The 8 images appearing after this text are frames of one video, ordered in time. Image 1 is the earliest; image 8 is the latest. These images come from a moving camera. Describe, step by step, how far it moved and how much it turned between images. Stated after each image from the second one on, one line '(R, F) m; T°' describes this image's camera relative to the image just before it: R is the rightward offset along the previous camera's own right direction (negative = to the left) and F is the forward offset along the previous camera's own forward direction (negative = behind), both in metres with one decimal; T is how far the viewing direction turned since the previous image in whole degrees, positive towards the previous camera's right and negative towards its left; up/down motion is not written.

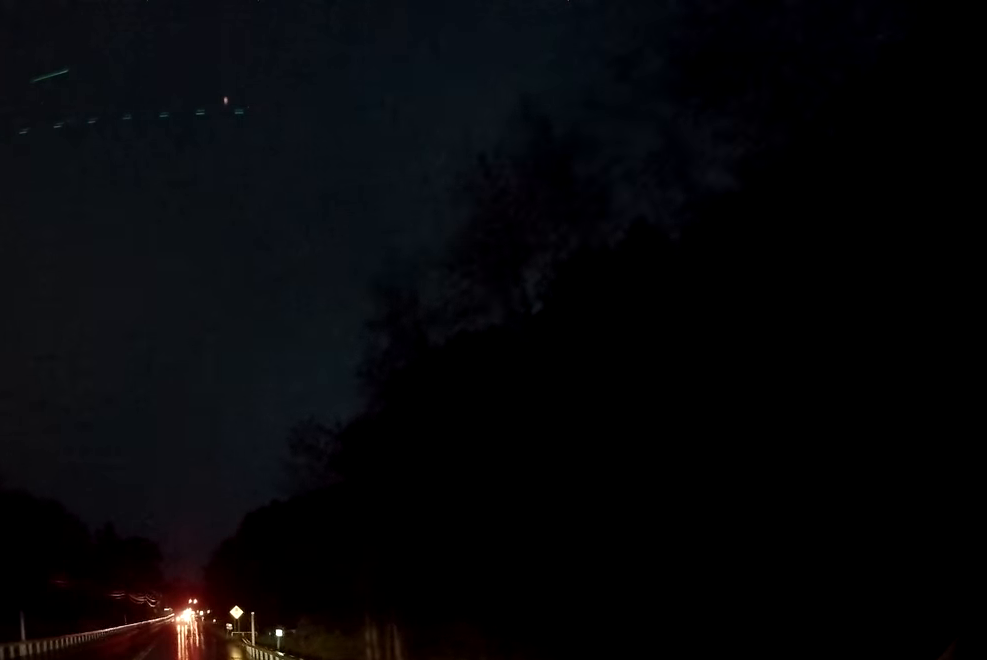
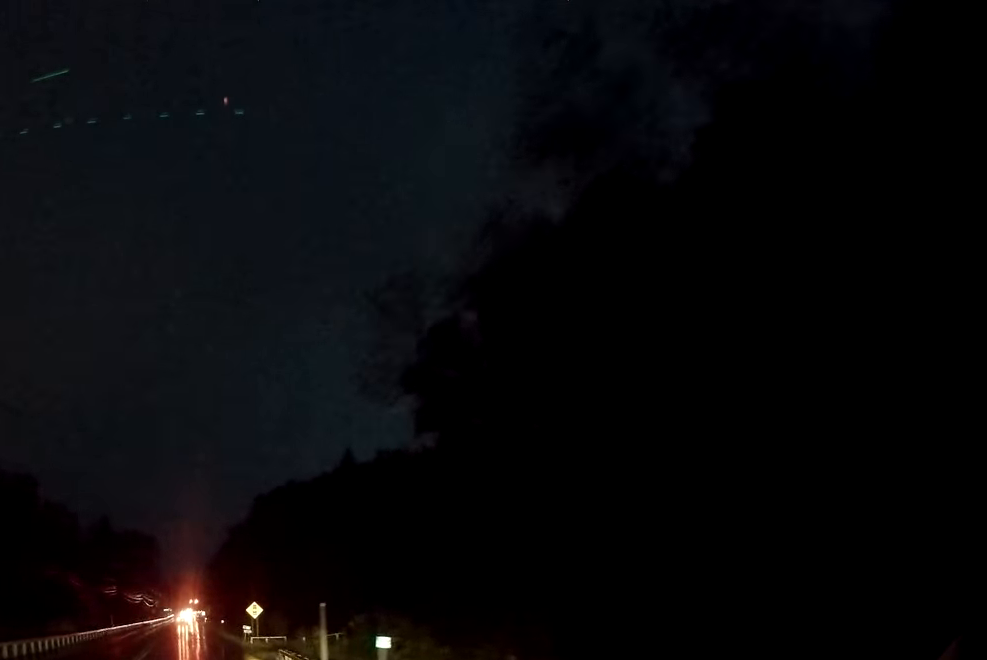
(0.0, +17.7) m; -1°
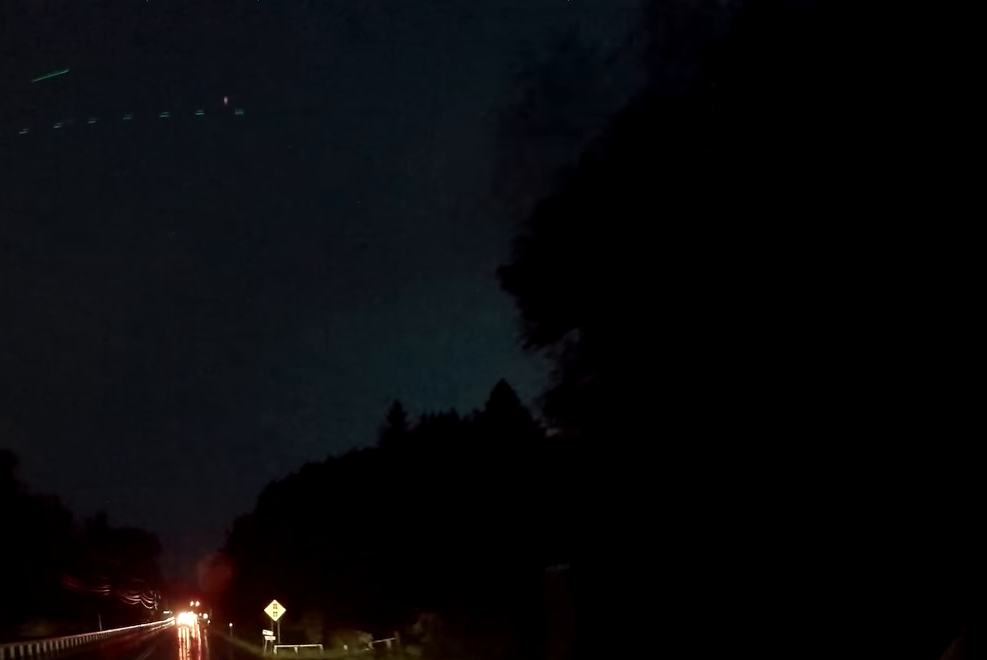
(-0.2, +11.5) m; 0°
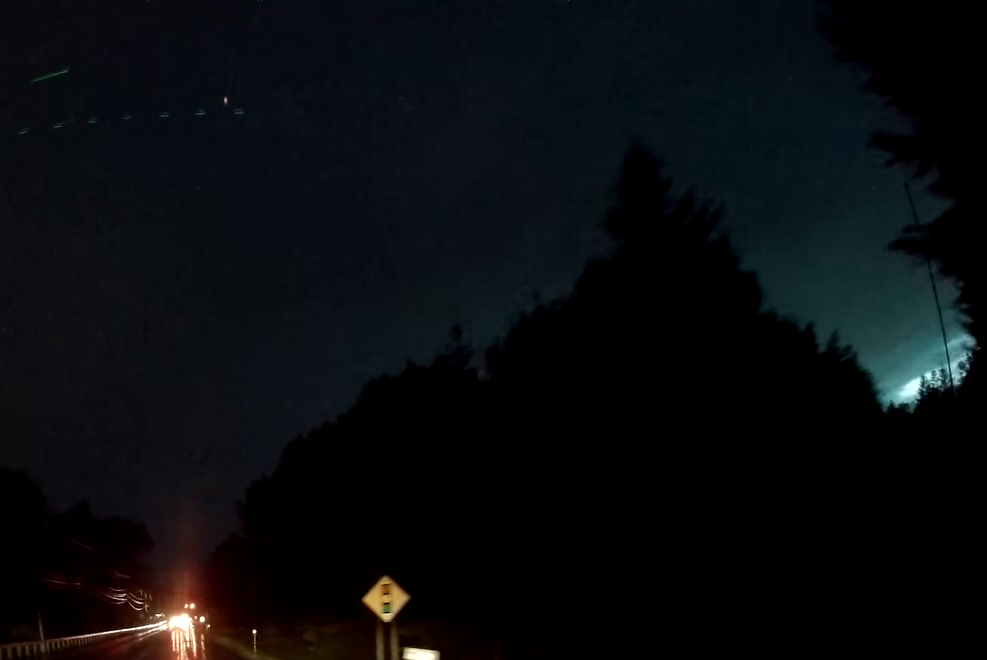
(+0.2, +24.4) m; +1°
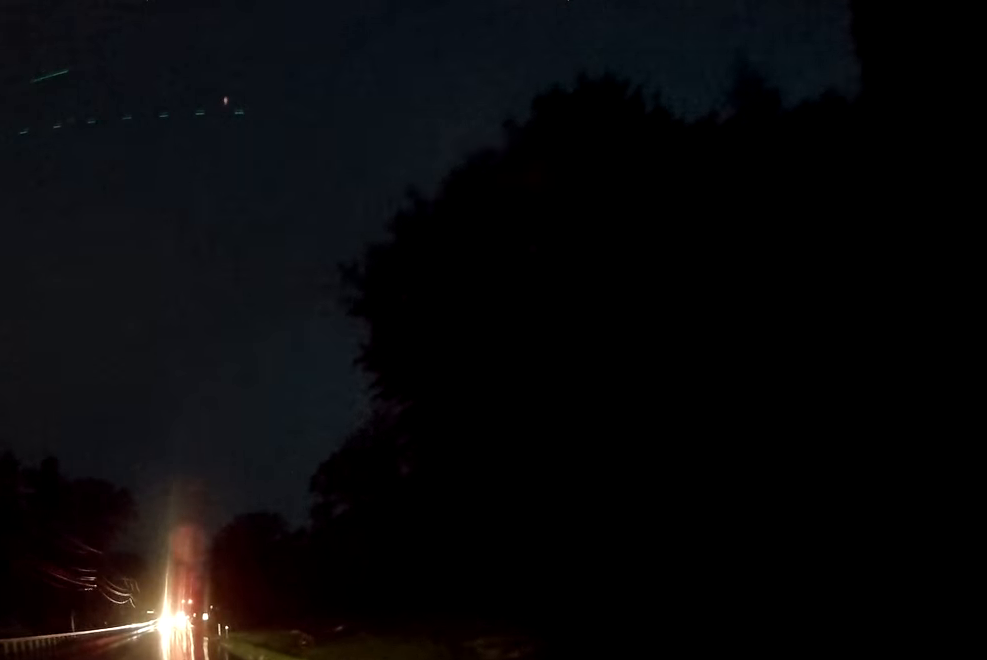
(+0.4, +44.8) m; 0°
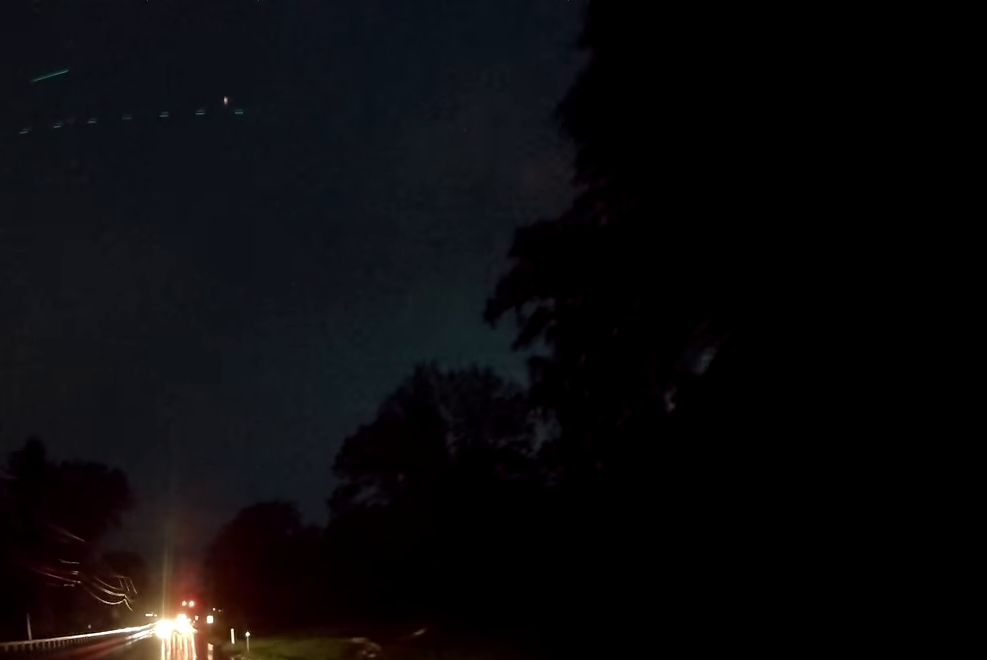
(0.0, +16.3) m; 0°
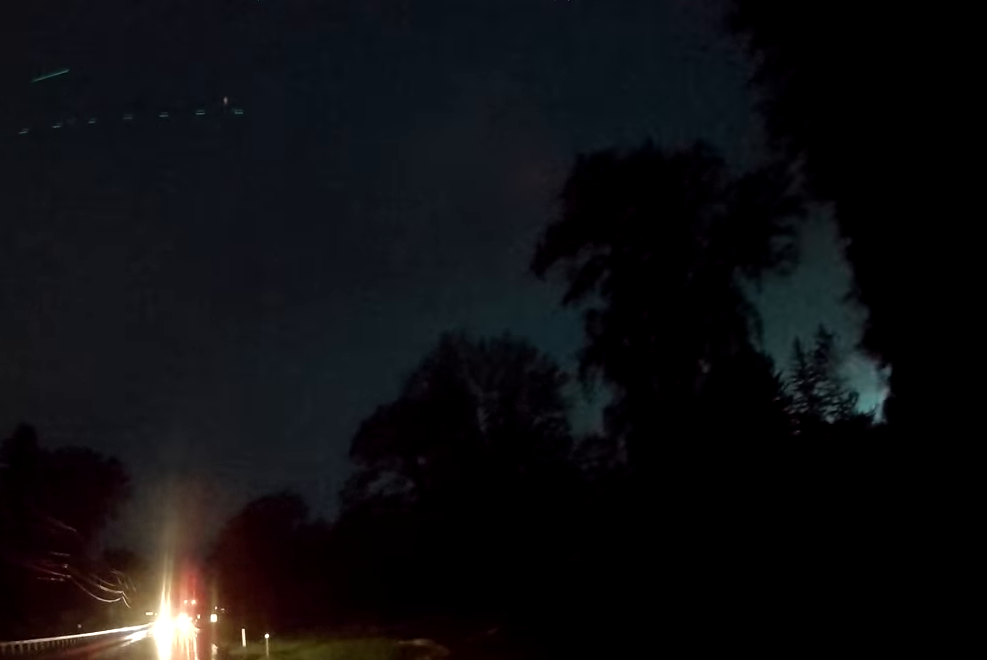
(0.0, +8.0) m; 0°
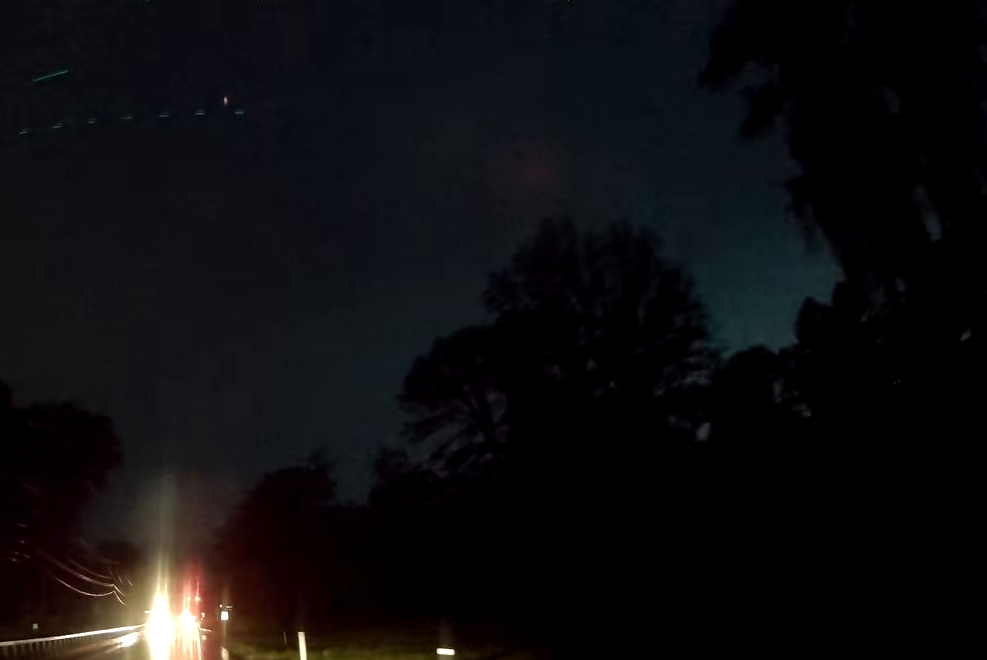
(-0.2, +19.3) m; 0°
